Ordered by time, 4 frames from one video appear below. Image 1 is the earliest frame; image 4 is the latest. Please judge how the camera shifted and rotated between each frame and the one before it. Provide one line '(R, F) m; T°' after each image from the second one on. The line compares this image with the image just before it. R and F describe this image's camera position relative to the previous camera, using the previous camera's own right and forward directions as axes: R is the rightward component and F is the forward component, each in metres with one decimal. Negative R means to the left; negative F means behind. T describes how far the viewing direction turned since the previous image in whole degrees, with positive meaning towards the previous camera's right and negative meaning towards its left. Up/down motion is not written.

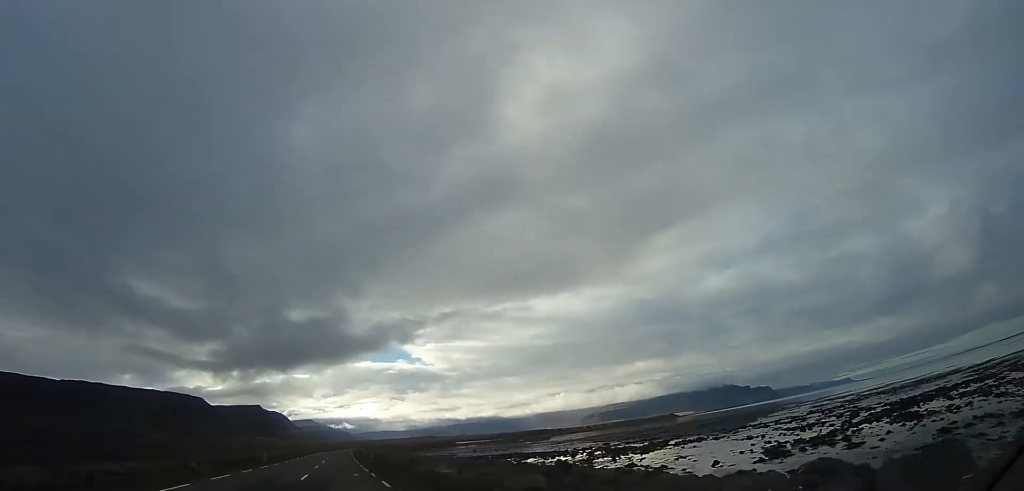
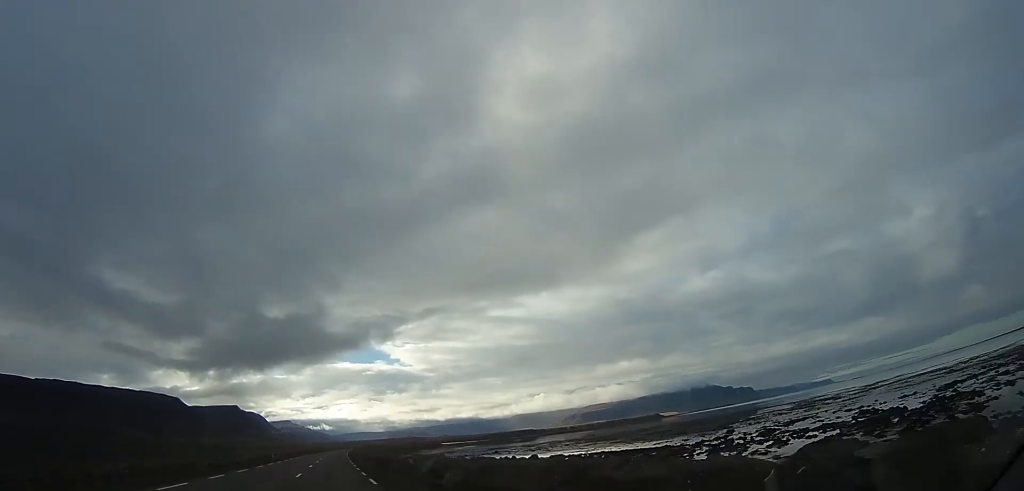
(+3.8, +94.9) m; +3°
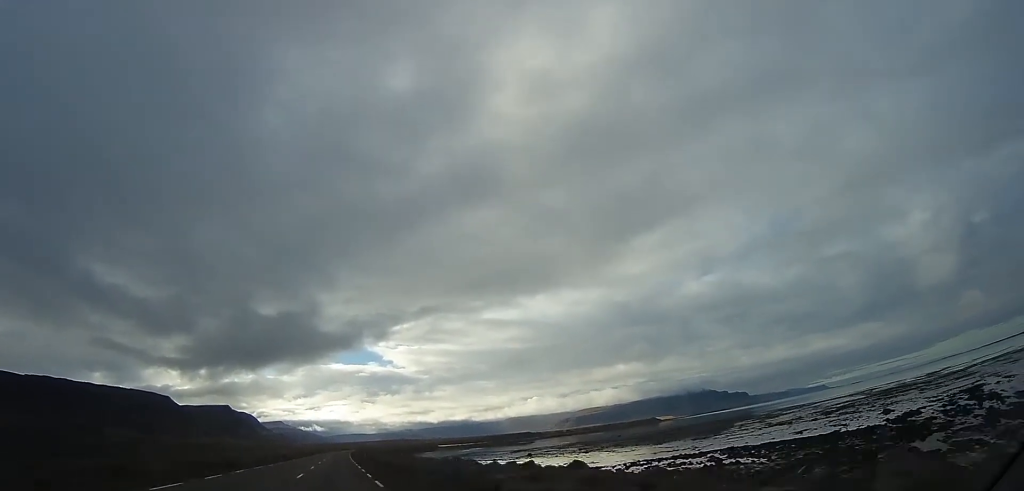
(+0.5, +60.2) m; +3°
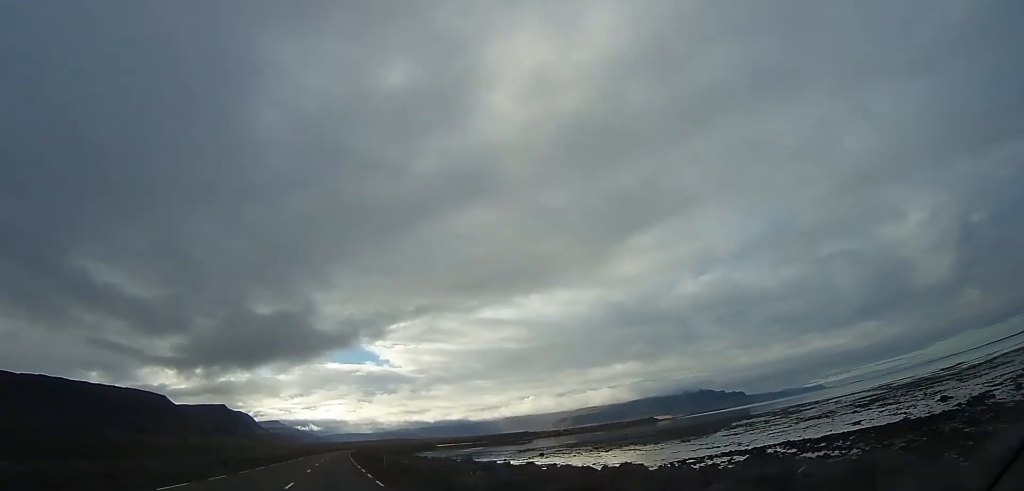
(+0.2, +17.2) m; +1°
